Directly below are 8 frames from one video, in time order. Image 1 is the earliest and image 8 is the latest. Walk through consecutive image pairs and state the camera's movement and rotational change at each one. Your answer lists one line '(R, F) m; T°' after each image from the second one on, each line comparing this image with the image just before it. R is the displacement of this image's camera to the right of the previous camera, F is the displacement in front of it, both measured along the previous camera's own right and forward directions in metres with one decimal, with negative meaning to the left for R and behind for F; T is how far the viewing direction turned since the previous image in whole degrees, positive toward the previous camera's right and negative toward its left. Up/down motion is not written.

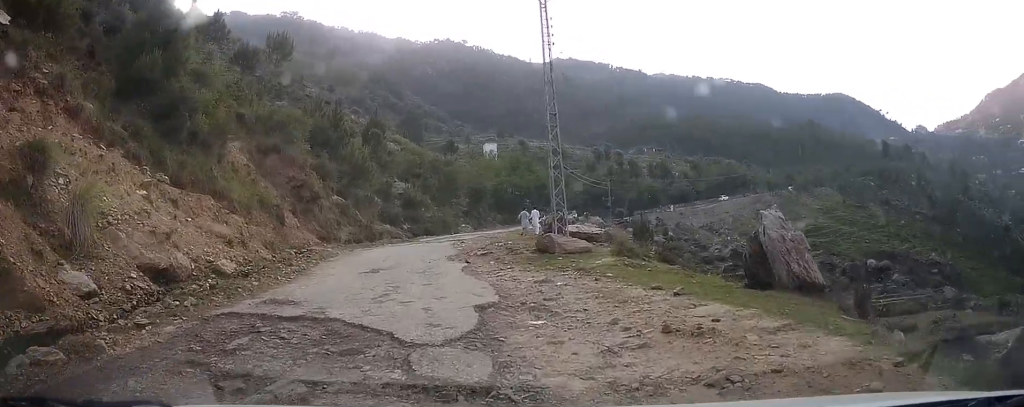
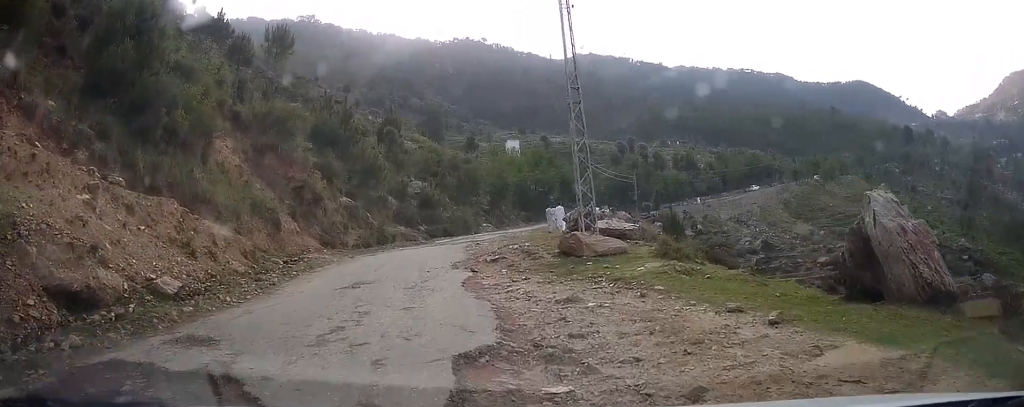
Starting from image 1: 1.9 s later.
(+0.4, +3.2) m; +5°
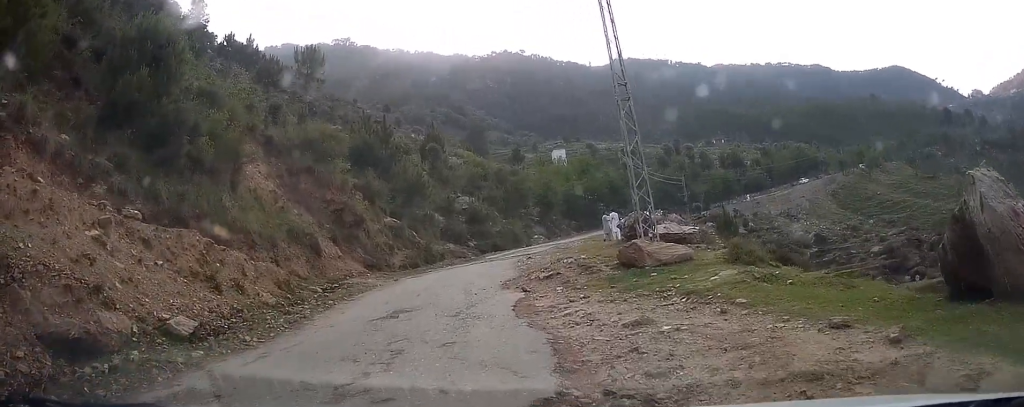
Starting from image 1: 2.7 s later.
(+0.1, +1.4) m; -3°
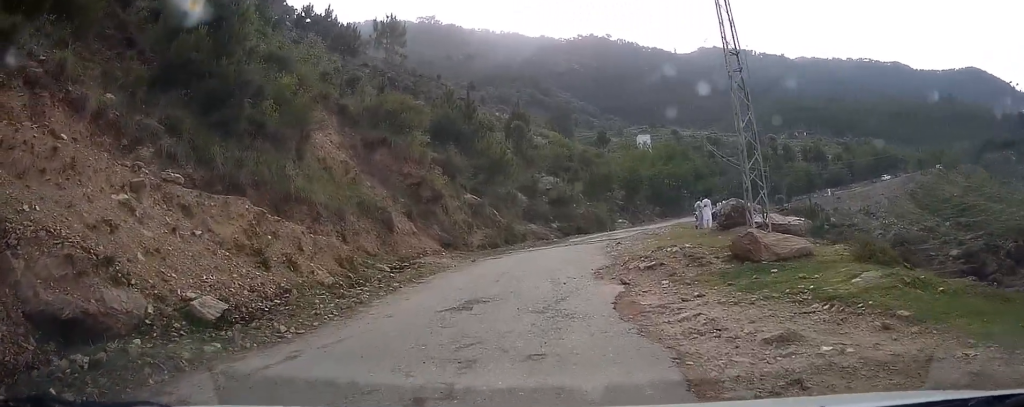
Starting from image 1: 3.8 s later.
(-0.1, +2.0) m; -7°
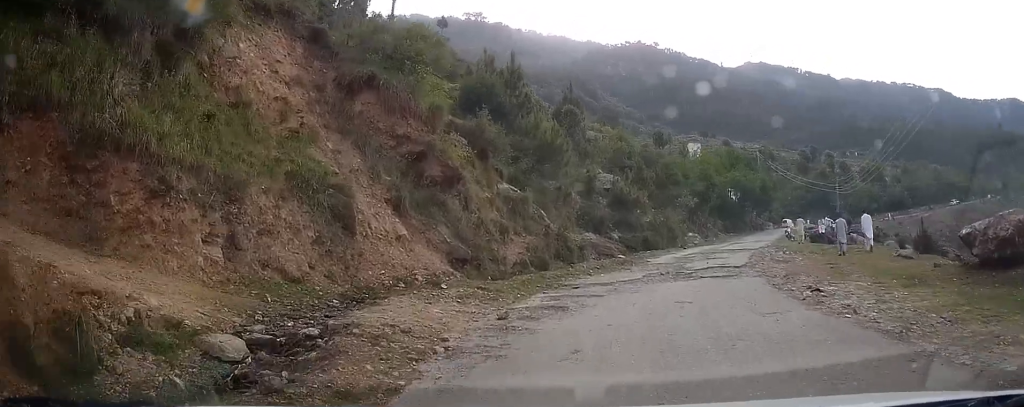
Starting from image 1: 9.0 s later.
(-2.0, +11.2) m; -3°
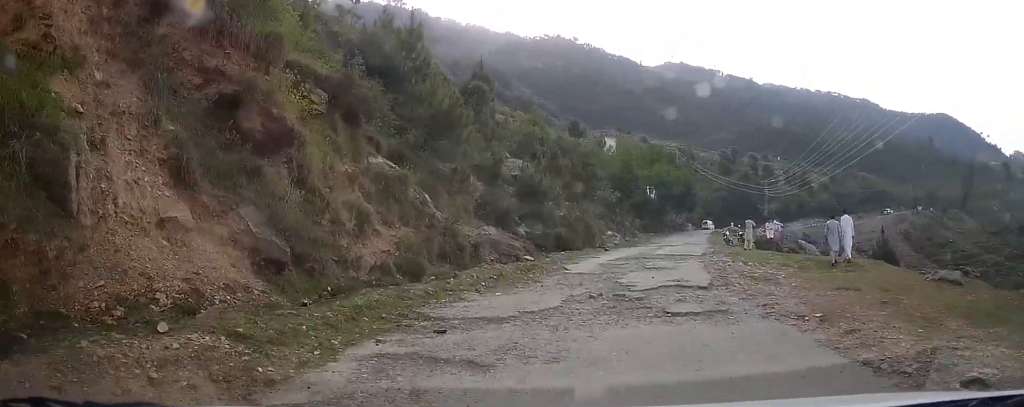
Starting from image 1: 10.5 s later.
(+0.3, +4.9) m; +9°
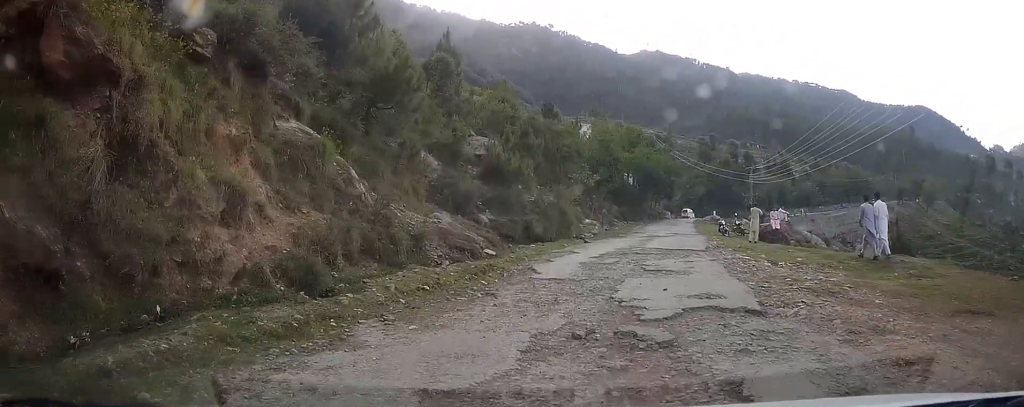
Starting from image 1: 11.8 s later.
(+0.3, +4.3) m; +5°
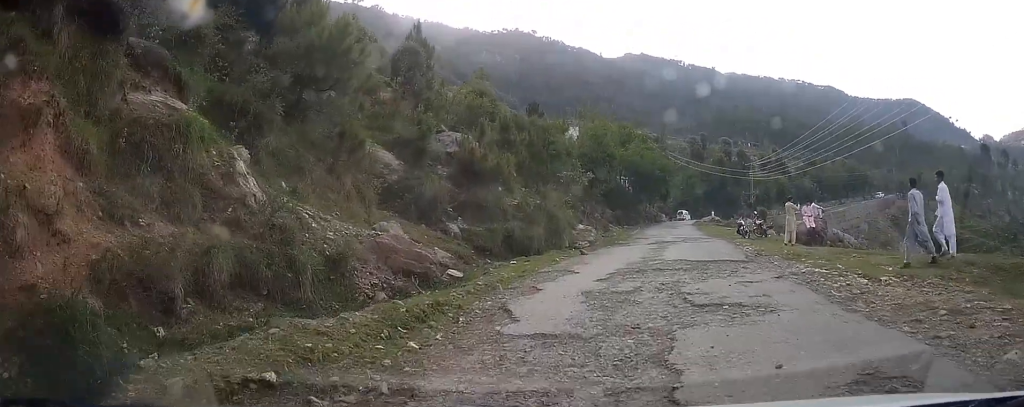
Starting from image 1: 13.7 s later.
(+0.5, +6.2) m; +2°
